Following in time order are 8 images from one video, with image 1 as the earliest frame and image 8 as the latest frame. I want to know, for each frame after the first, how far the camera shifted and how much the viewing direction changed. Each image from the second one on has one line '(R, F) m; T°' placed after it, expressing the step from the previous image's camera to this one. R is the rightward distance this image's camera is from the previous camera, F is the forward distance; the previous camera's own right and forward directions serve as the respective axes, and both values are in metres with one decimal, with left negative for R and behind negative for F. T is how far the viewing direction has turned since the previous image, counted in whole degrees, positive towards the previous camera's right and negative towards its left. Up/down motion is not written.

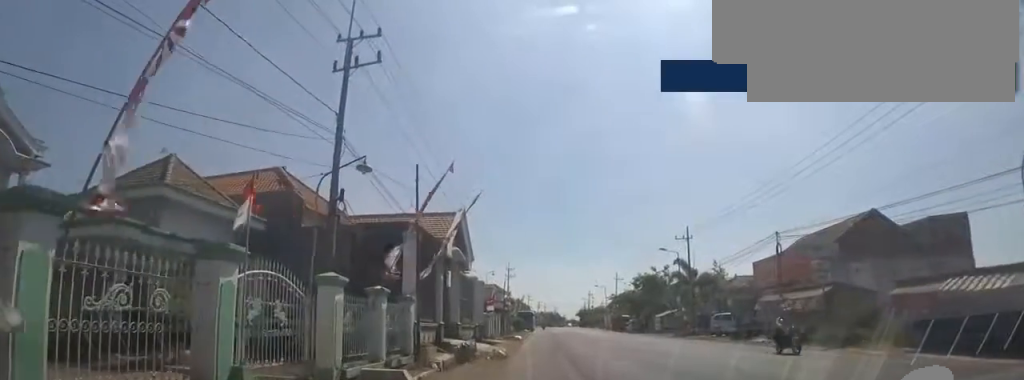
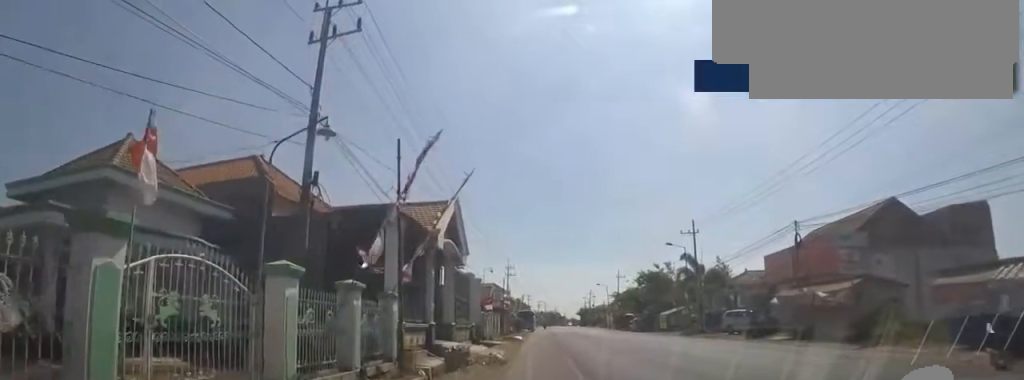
(0.0, +2.0) m; 0°
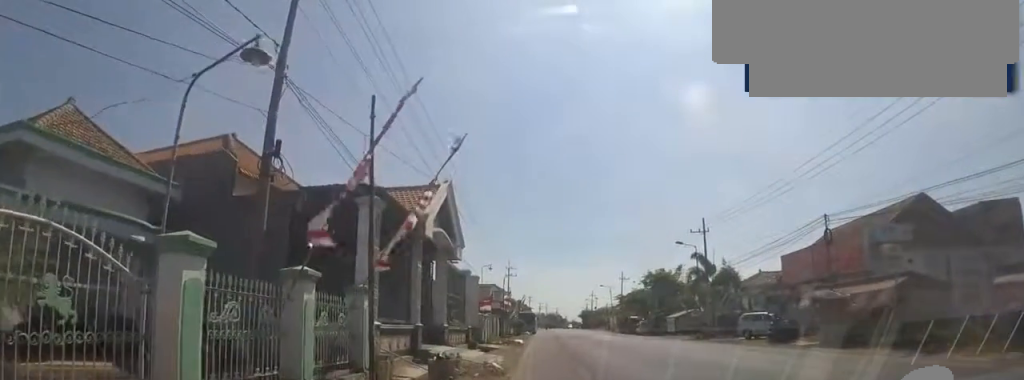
(0.0, +2.5) m; 0°
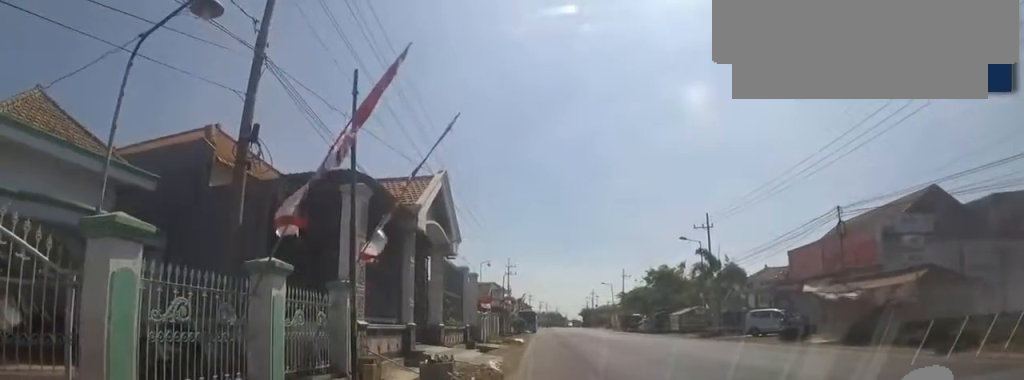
(0.0, +1.0) m; 0°
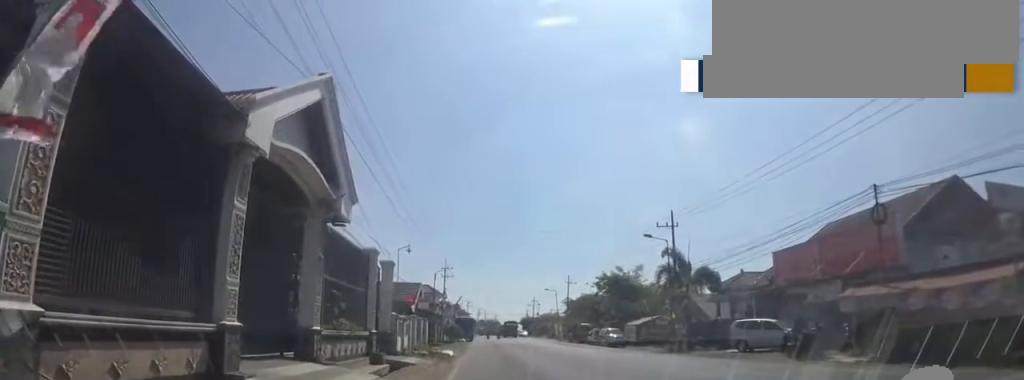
(0.0, +2.7) m; +2°
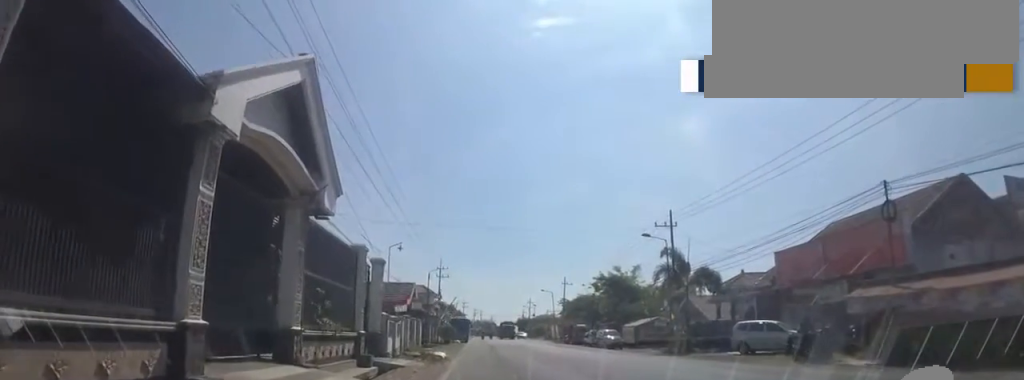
(0.0, +1.1) m; +2°
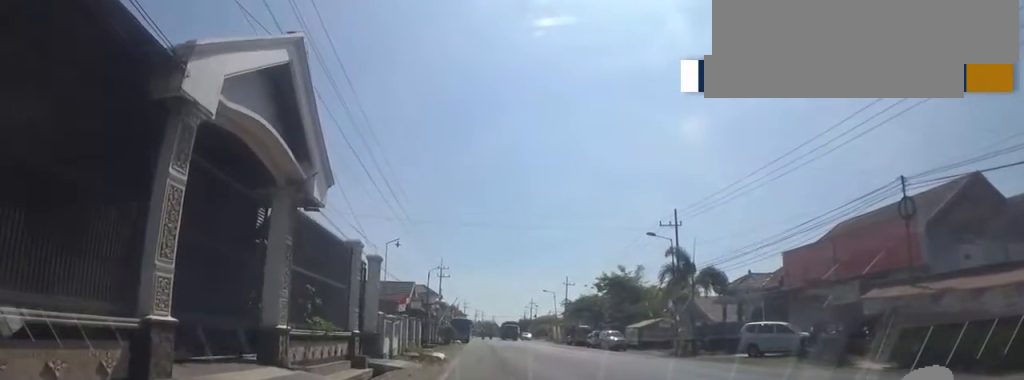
(0.0, +1.1) m; +2°
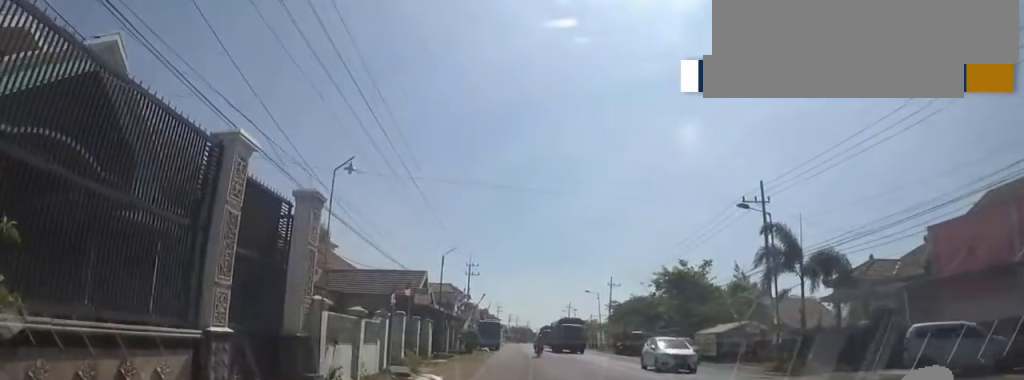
(+0.4, +11.8) m; +2°
